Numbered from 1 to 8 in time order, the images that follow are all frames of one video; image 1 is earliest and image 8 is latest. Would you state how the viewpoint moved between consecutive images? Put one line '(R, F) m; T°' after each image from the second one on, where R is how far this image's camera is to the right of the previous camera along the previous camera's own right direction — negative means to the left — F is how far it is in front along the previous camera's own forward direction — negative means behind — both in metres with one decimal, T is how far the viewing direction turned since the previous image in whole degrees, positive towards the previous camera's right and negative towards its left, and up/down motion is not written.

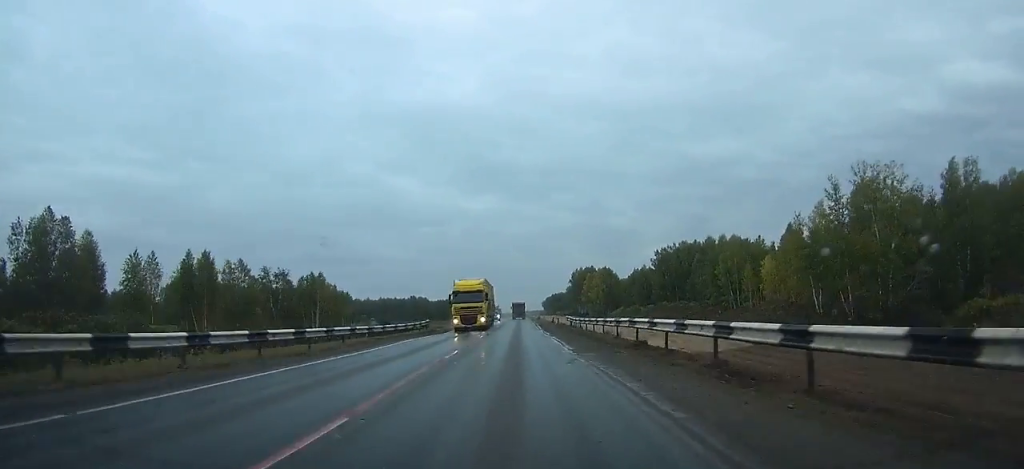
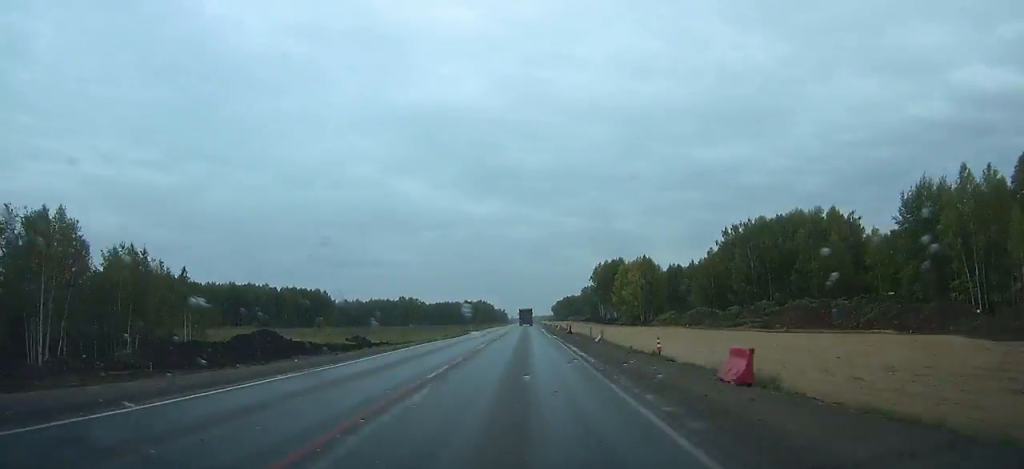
(-0.1, +63.0) m; 0°
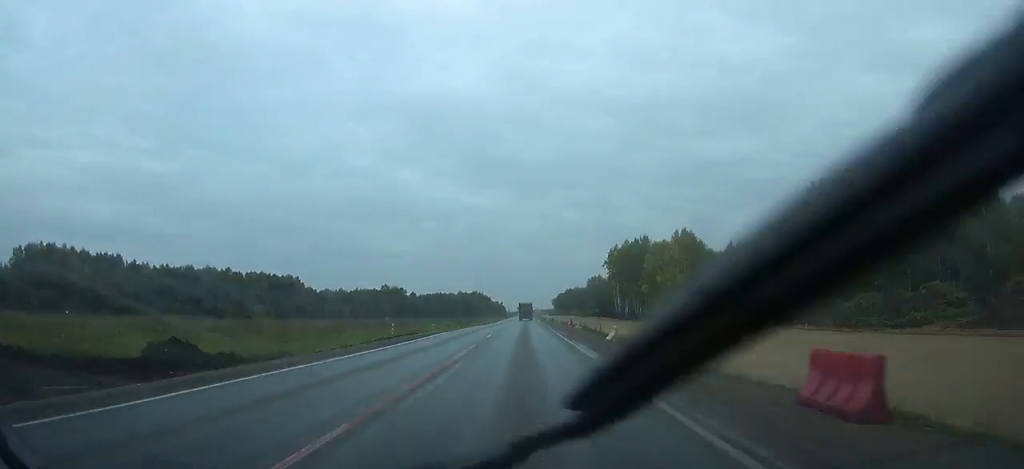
(-0.2, +43.9) m; 0°
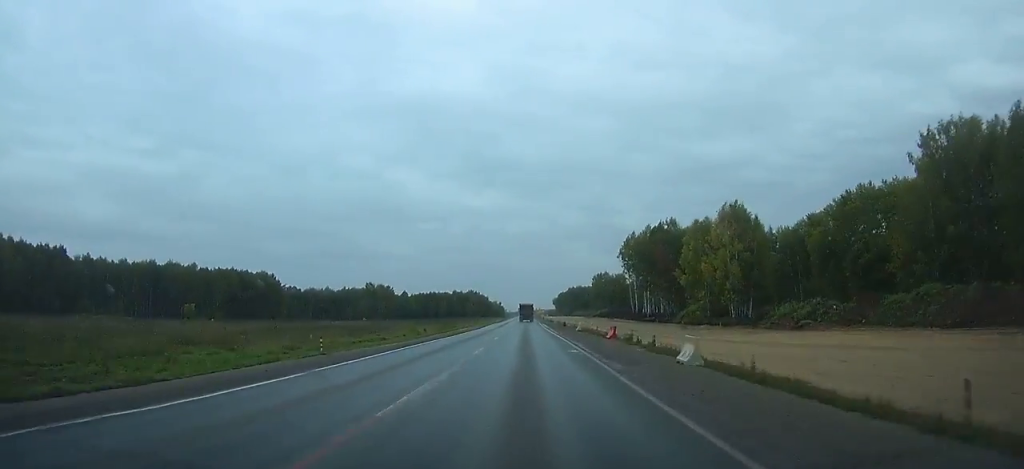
(0.0, +32.9) m; 0°
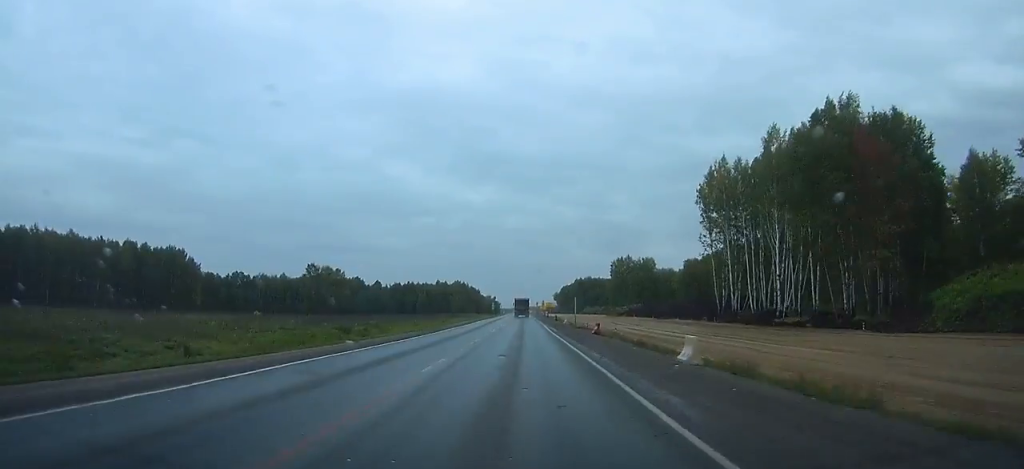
(+0.2, +78.9) m; 0°
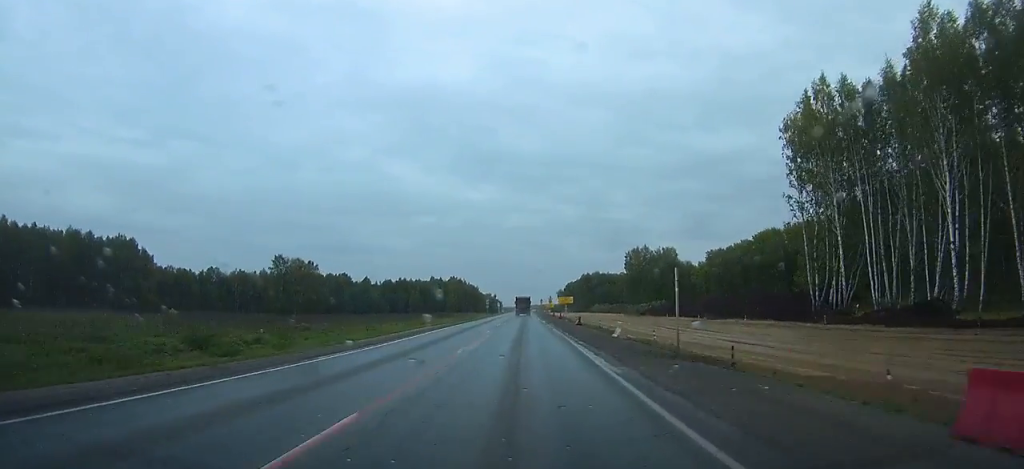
(+0.1, +30.7) m; 0°
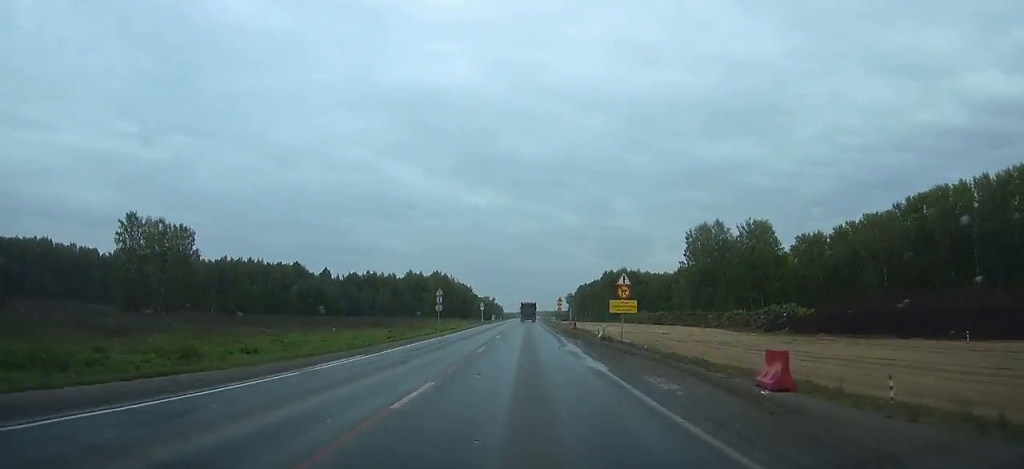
(-0.3, +79.8) m; 0°
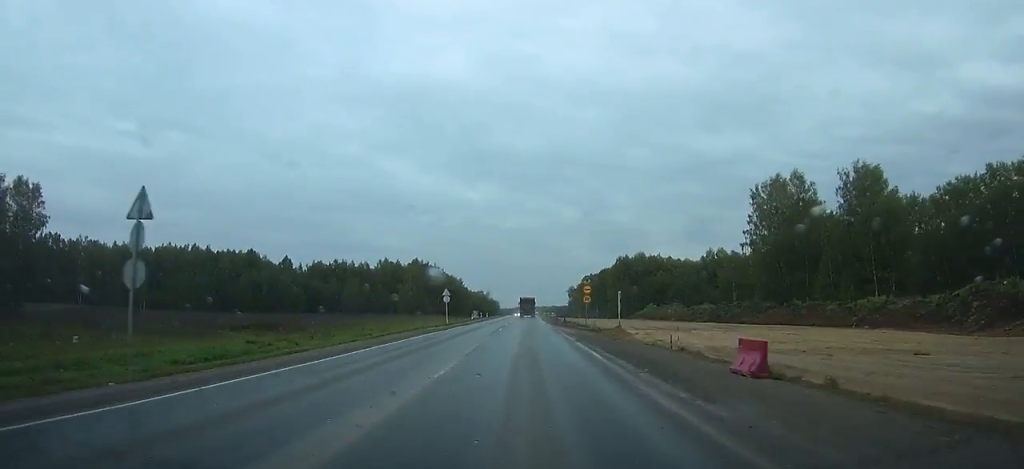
(+0.1, +44.5) m; 0°
